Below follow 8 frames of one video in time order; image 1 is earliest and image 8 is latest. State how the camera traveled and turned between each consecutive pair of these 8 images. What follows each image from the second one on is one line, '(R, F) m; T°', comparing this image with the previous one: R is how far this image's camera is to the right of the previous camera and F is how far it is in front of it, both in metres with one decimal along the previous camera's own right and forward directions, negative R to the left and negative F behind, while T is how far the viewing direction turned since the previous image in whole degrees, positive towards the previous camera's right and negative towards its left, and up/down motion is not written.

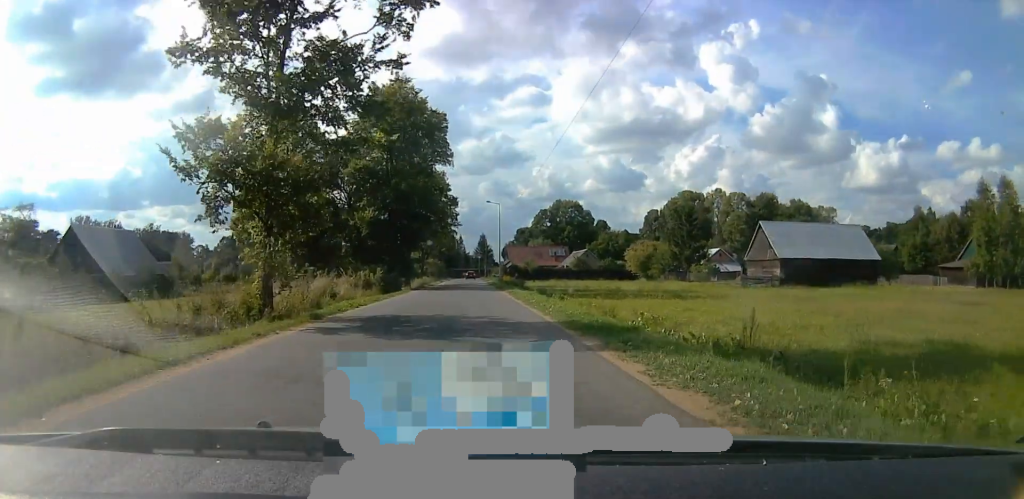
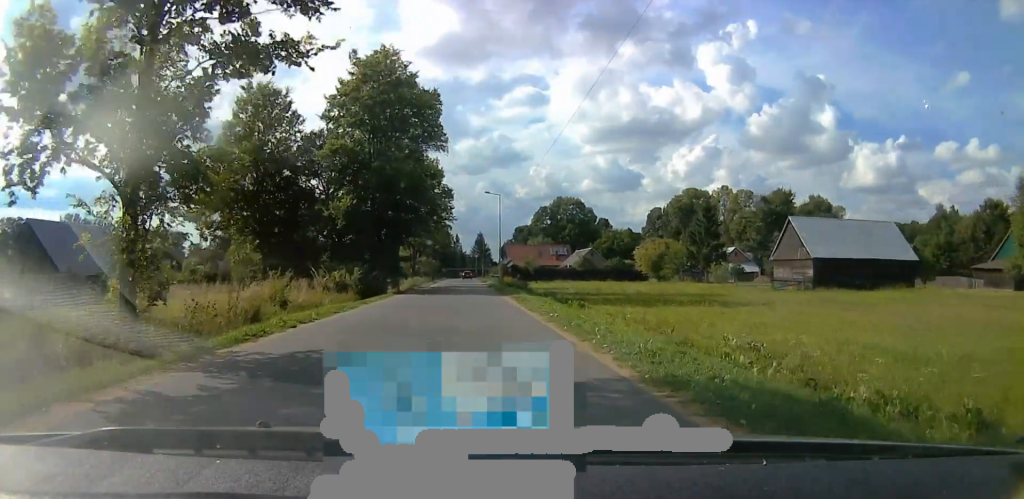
(-0.2, +7.8) m; -1°
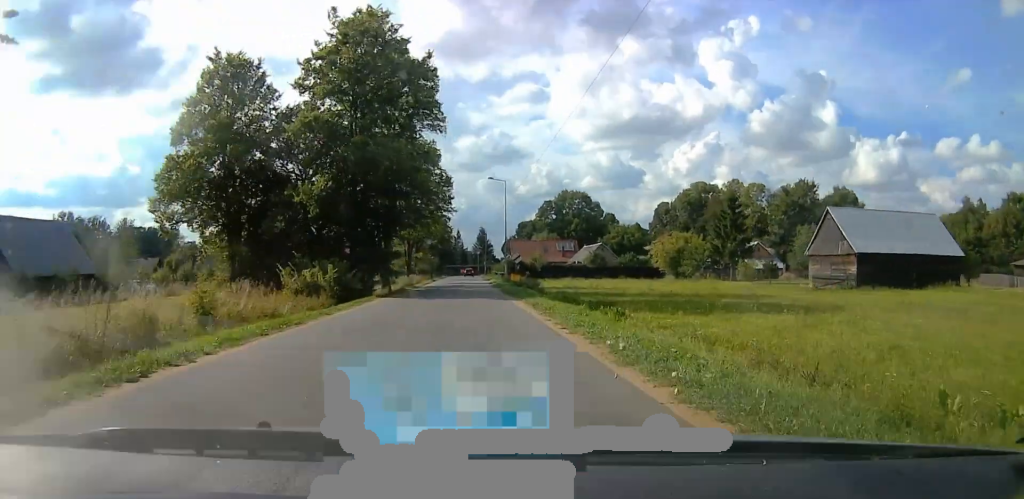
(-0.1, +7.4) m; -1°
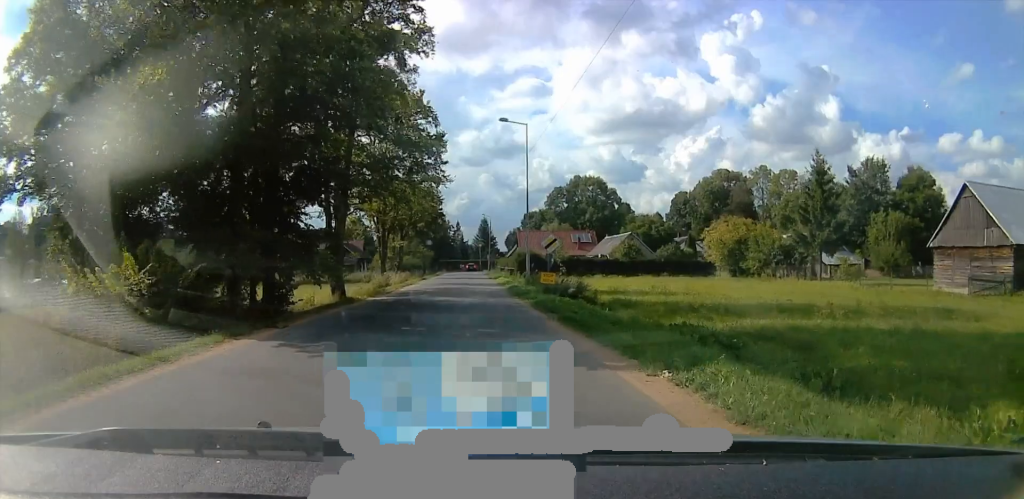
(0.0, +19.0) m; 0°
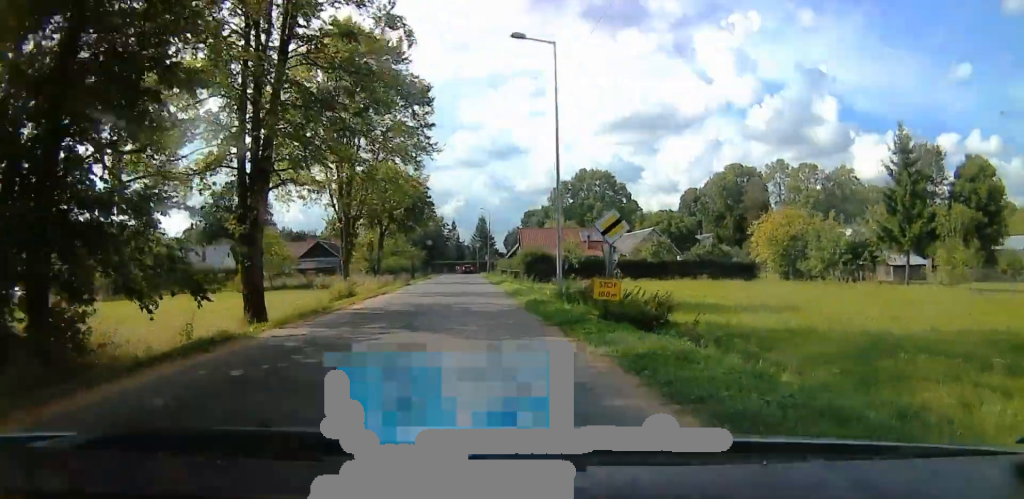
(0.0, +12.5) m; +1°
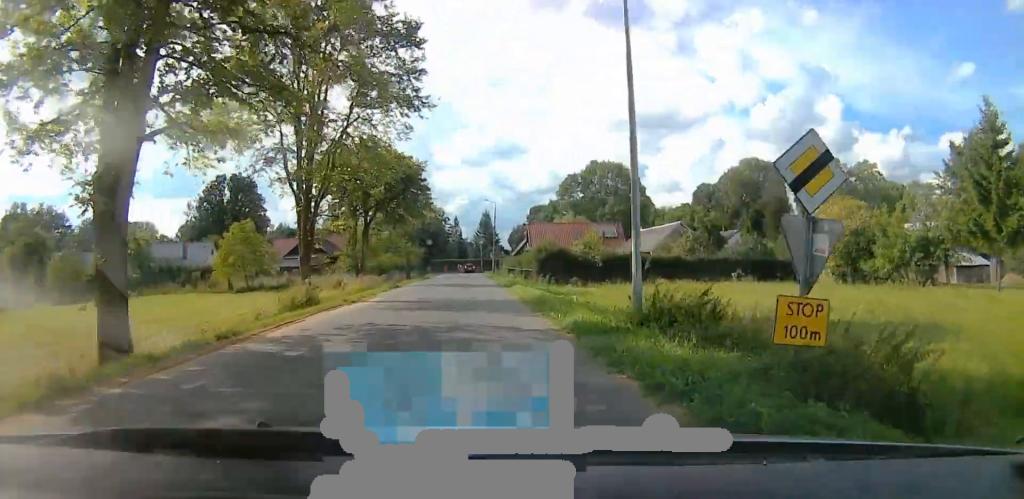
(0.0, +8.9) m; +1°
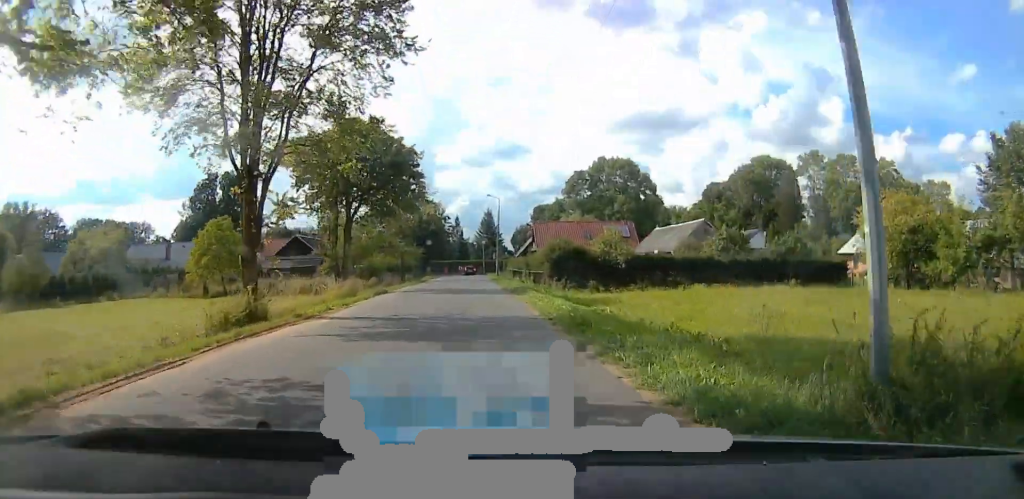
(+0.3, +6.6) m; 0°
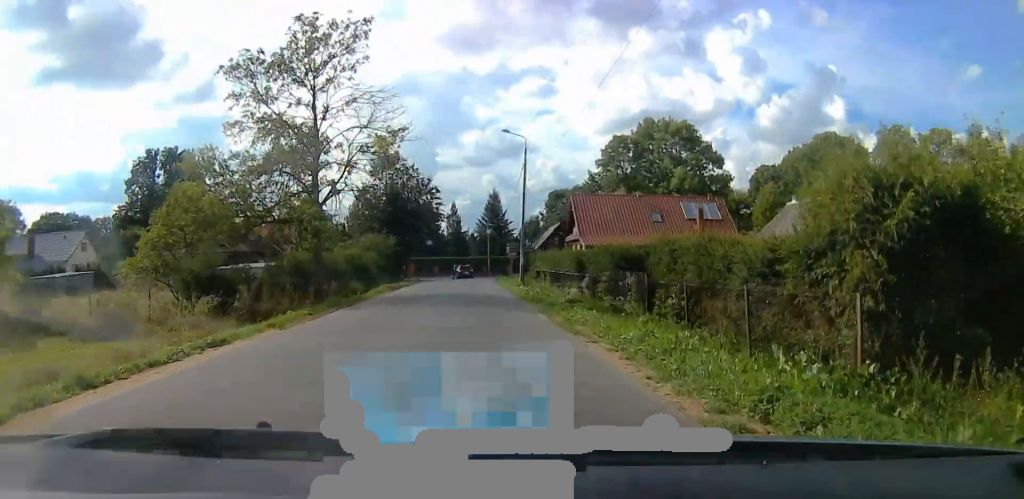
(-2.4, +33.1) m; -3°
